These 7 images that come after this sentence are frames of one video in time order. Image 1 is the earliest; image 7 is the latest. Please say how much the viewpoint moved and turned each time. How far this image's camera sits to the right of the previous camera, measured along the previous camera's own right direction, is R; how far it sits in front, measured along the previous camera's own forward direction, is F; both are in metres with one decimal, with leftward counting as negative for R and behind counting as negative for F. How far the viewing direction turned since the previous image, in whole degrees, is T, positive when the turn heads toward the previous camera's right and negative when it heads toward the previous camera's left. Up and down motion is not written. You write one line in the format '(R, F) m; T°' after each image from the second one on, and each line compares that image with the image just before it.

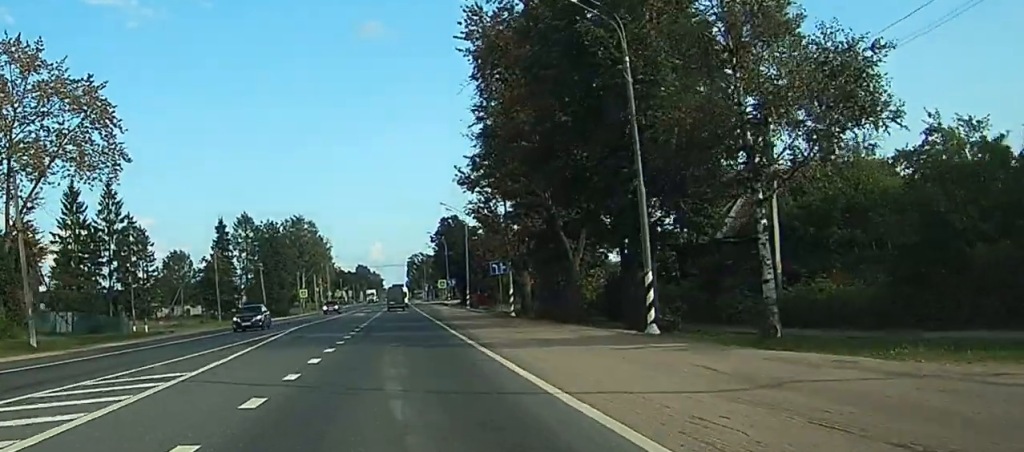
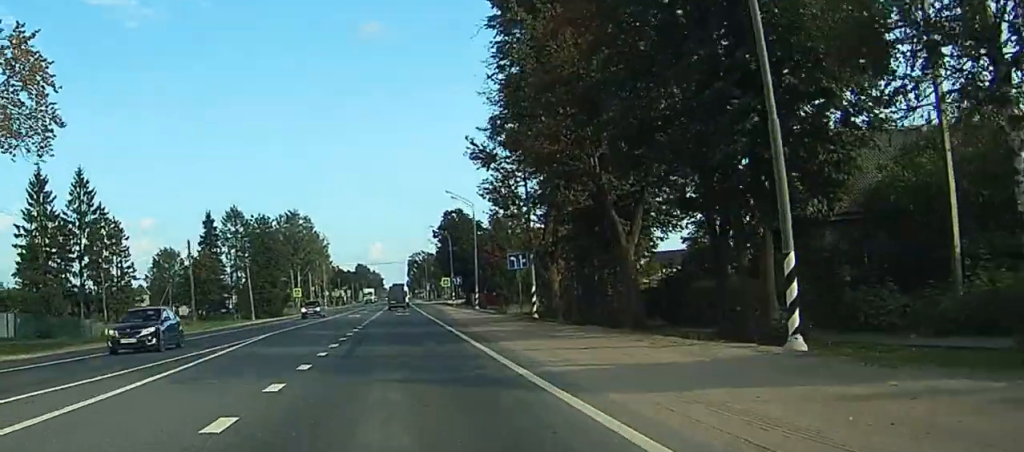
(0.0, +10.1) m; 0°
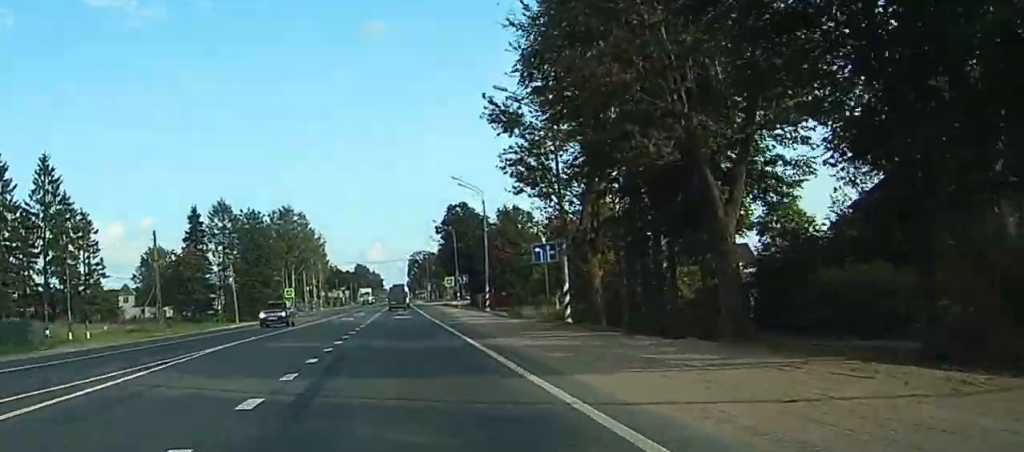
(0.0, +10.1) m; 0°
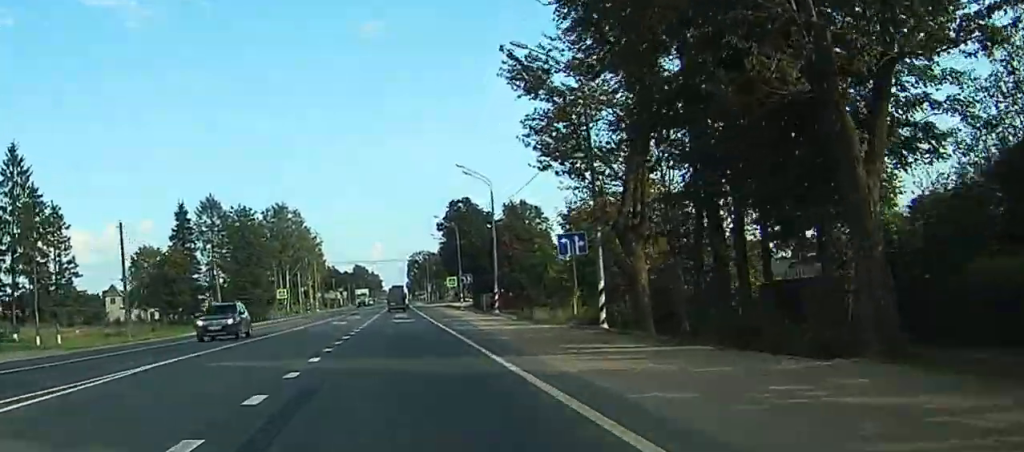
(0.0, +7.3) m; 0°
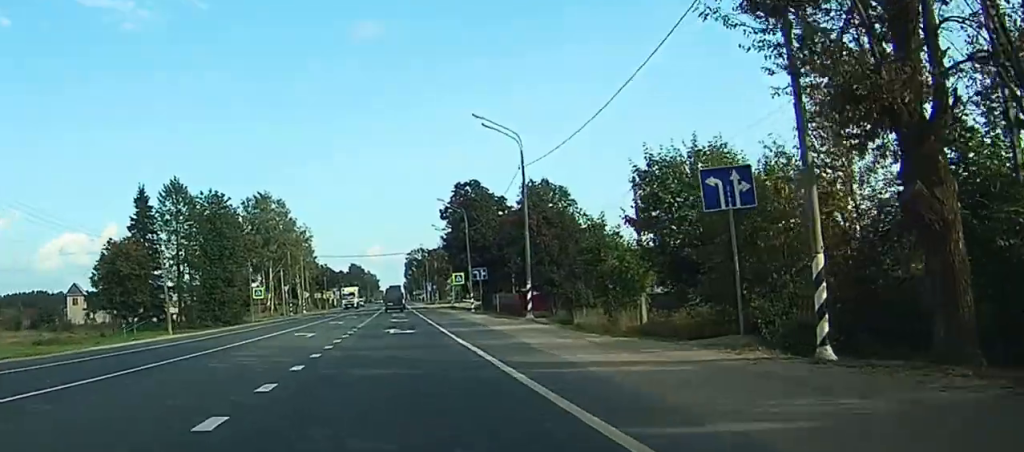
(+0.1, +18.0) m; 0°
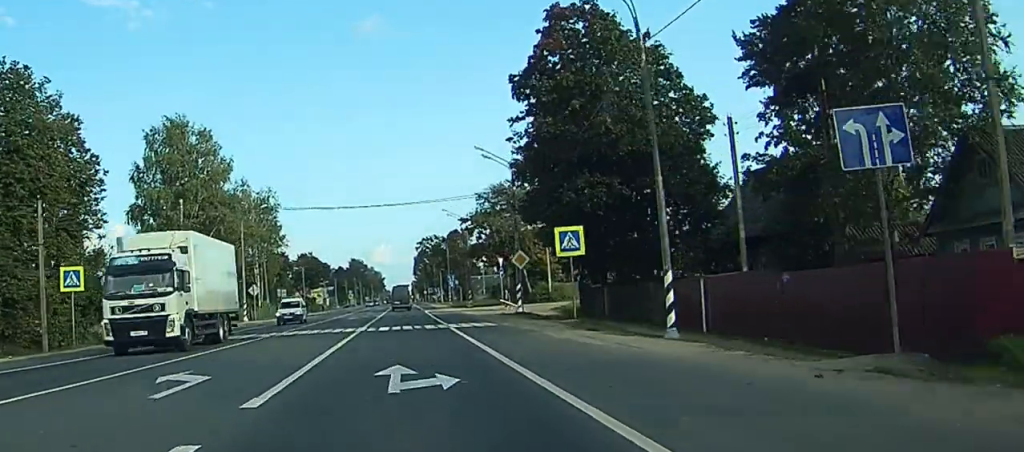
(-0.1, +62.0) m; 0°
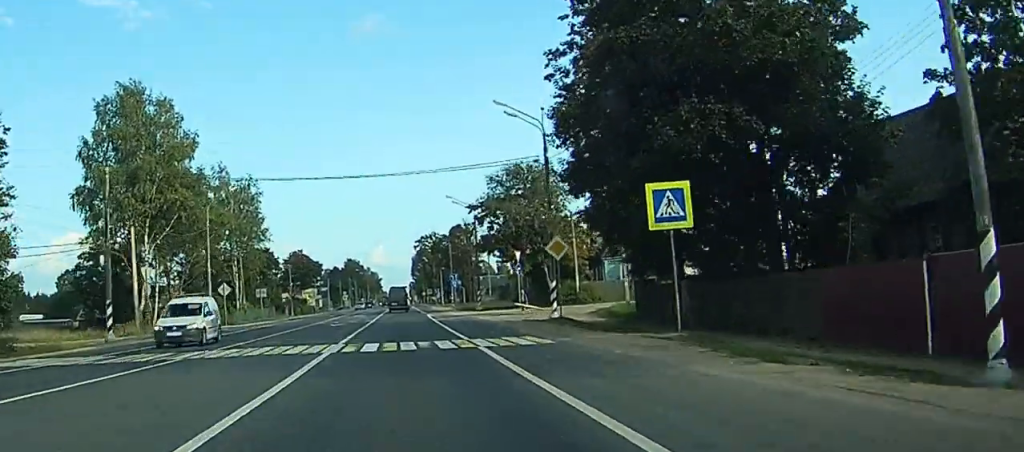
(-0.1, +14.5) m; 0°
